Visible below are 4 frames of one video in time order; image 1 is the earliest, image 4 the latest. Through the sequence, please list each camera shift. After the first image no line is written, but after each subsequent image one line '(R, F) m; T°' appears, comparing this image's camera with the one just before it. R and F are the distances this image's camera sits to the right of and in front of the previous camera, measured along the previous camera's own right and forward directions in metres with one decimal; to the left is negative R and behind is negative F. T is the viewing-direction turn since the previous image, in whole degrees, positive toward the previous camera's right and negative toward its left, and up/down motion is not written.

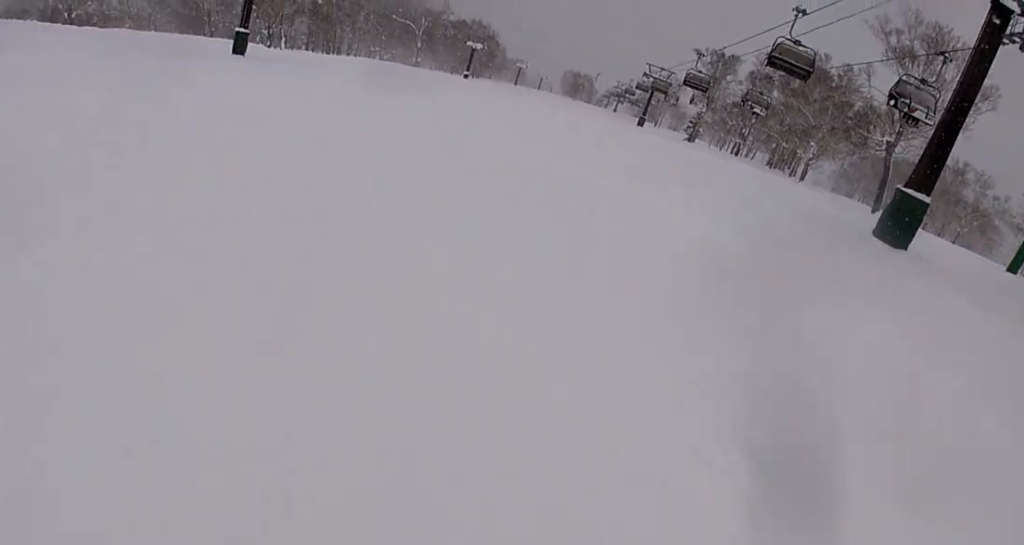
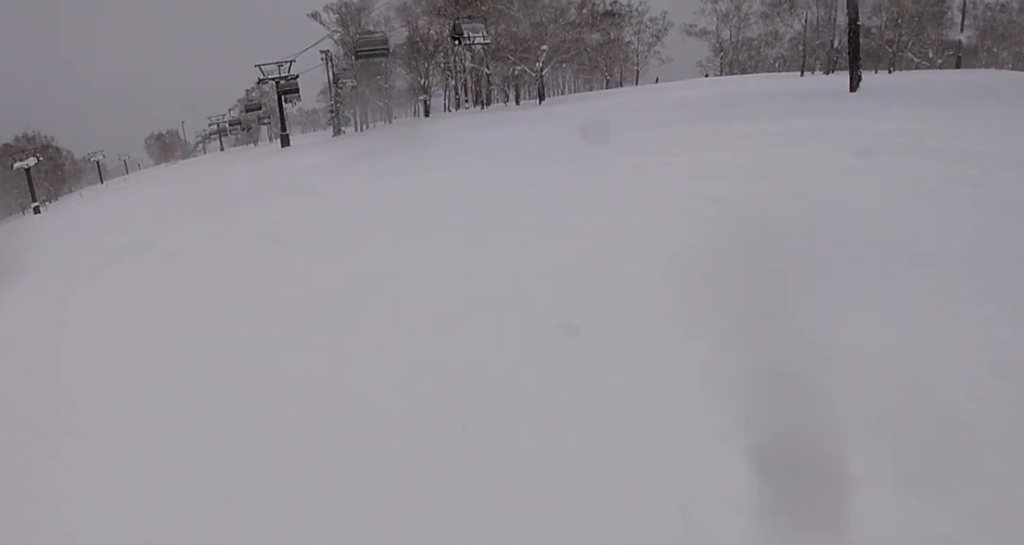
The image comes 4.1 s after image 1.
(+4.2, +29.2) m; +39°
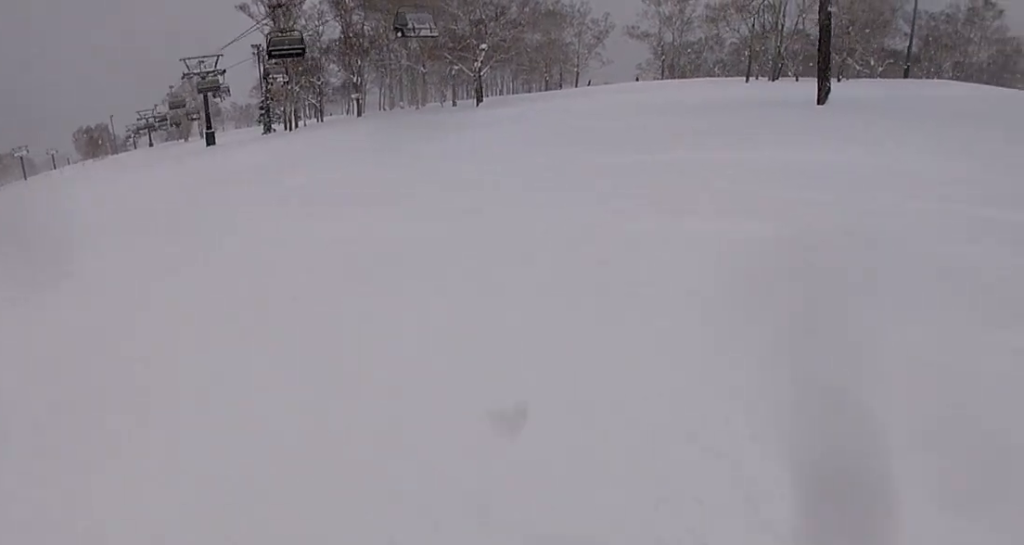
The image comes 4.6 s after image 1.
(+0.2, +3.4) m; +3°
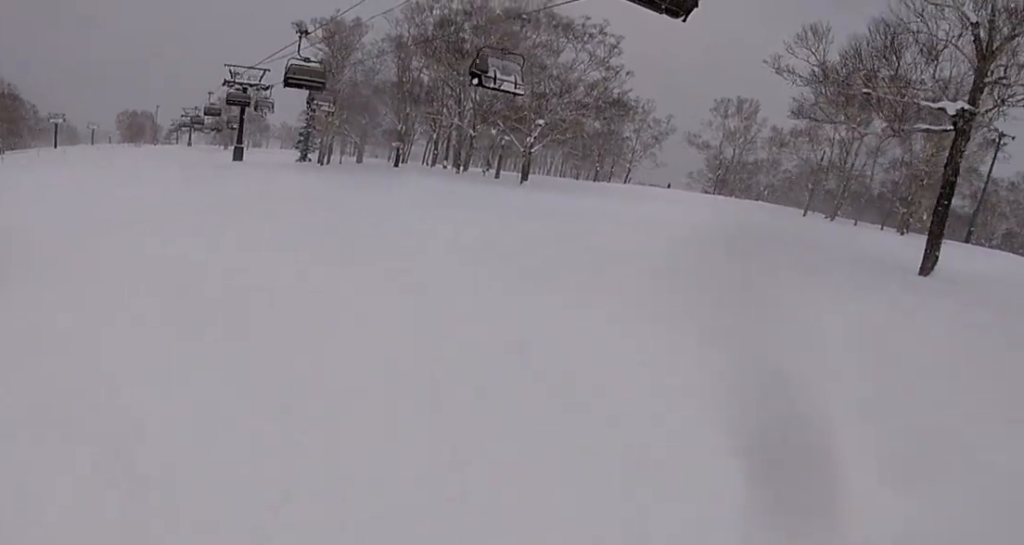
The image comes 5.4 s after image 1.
(+1.1, +5.7) m; -9°
